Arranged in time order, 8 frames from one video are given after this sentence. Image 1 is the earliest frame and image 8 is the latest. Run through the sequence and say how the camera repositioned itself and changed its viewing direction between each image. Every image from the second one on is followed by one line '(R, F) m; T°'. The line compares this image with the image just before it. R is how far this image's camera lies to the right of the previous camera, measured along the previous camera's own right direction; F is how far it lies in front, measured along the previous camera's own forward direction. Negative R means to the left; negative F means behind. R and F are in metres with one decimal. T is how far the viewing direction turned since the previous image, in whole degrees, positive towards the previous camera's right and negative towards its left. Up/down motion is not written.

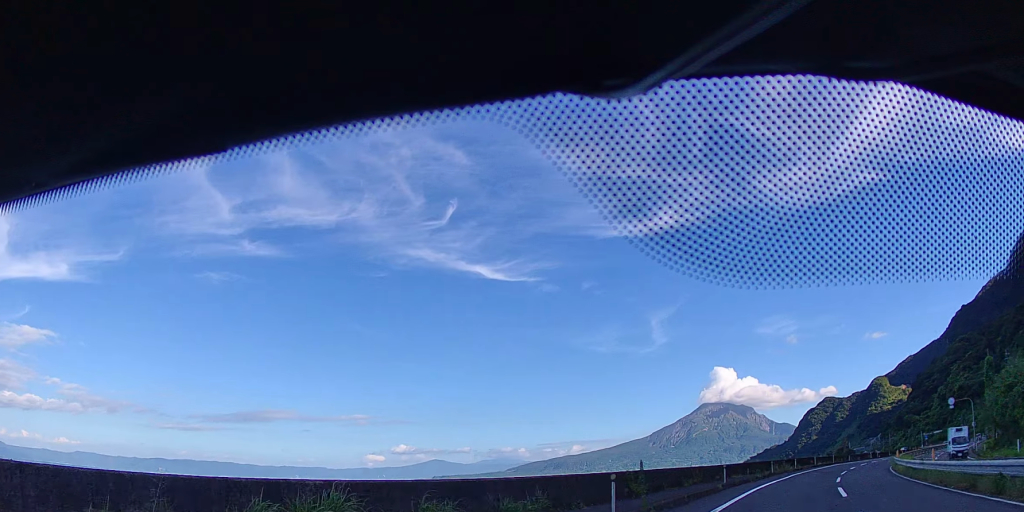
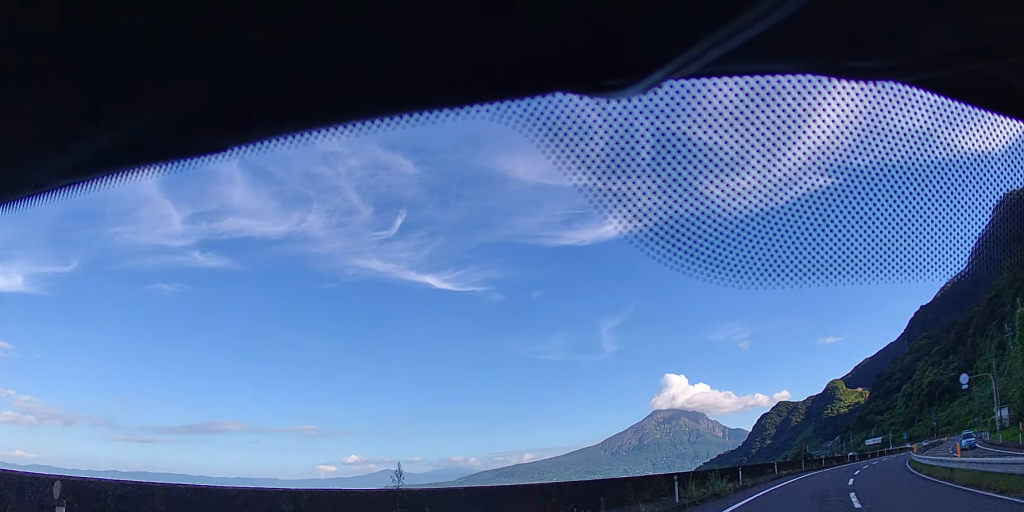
(+0.7, +24.6) m; +4°
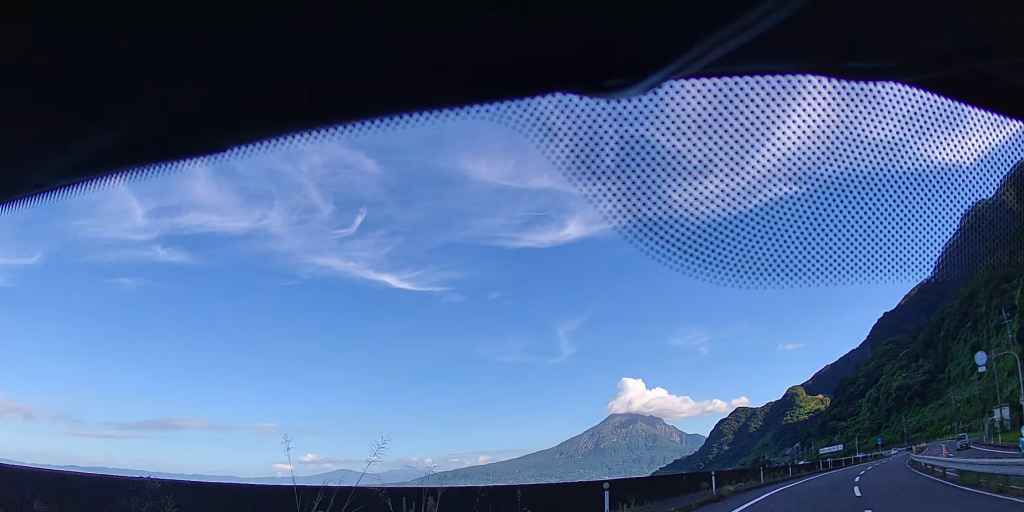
(+0.3, +15.8) m; +4°
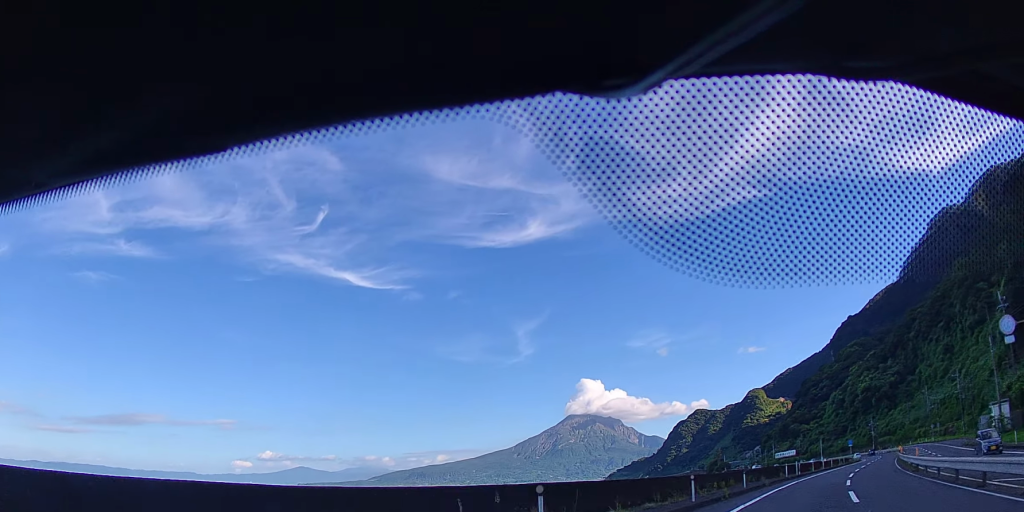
(+0.4, +12.4) m; +4°
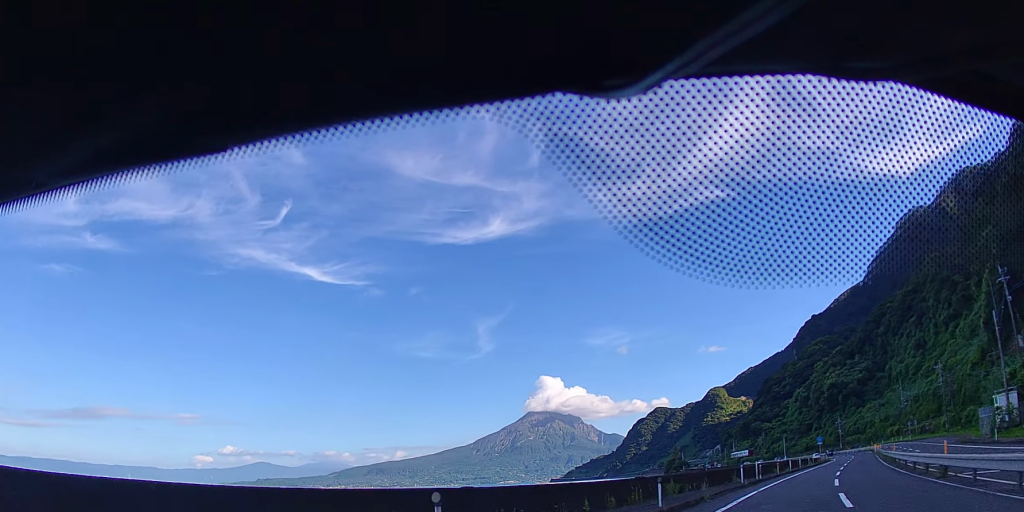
(+0.4, +12.4) m; +4°
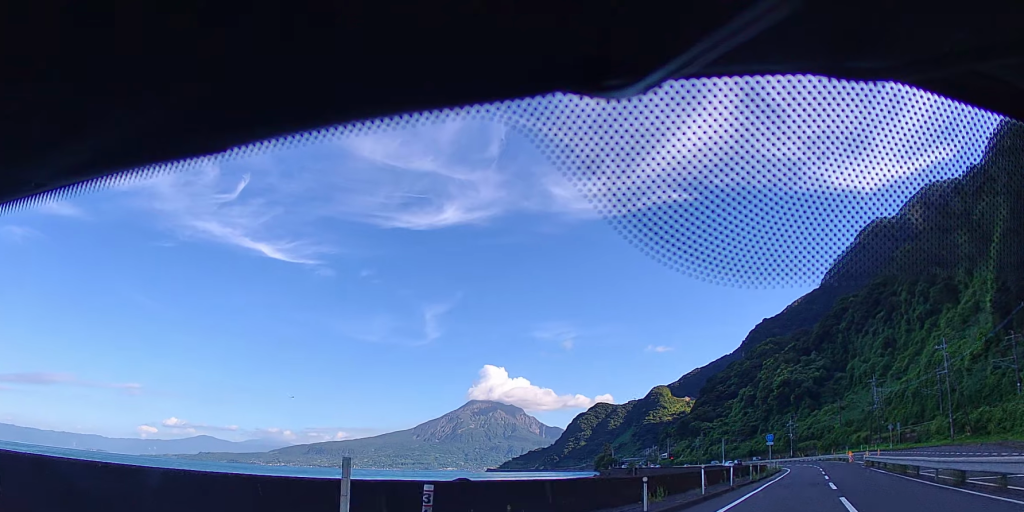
(+2.2, +31.4) m; +8°
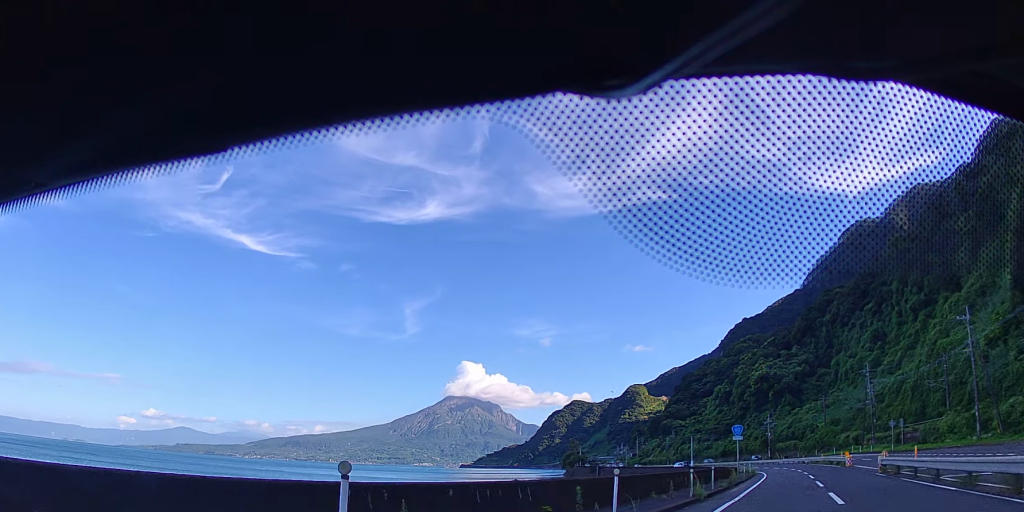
(+0.7, +17.2) m; +2°
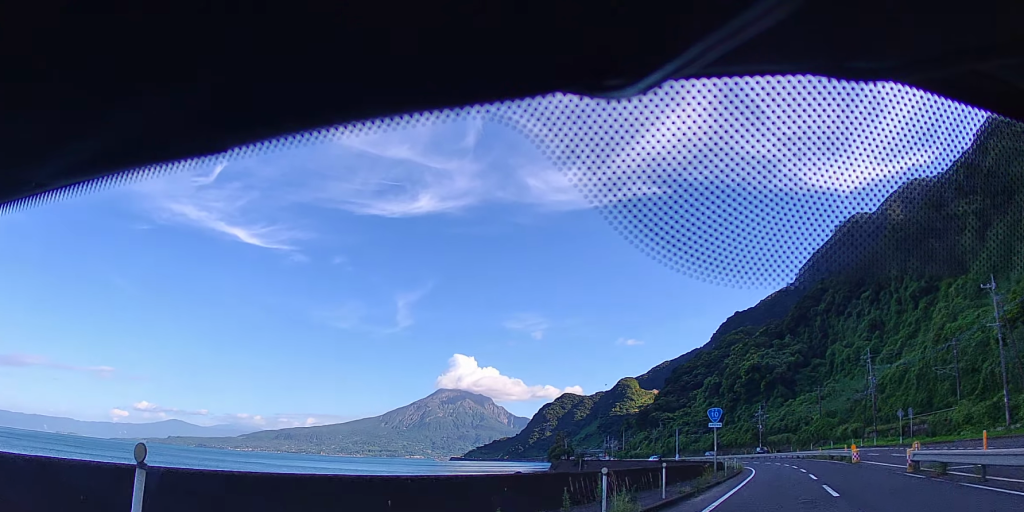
(+0.1, +9.3) m; 0°
